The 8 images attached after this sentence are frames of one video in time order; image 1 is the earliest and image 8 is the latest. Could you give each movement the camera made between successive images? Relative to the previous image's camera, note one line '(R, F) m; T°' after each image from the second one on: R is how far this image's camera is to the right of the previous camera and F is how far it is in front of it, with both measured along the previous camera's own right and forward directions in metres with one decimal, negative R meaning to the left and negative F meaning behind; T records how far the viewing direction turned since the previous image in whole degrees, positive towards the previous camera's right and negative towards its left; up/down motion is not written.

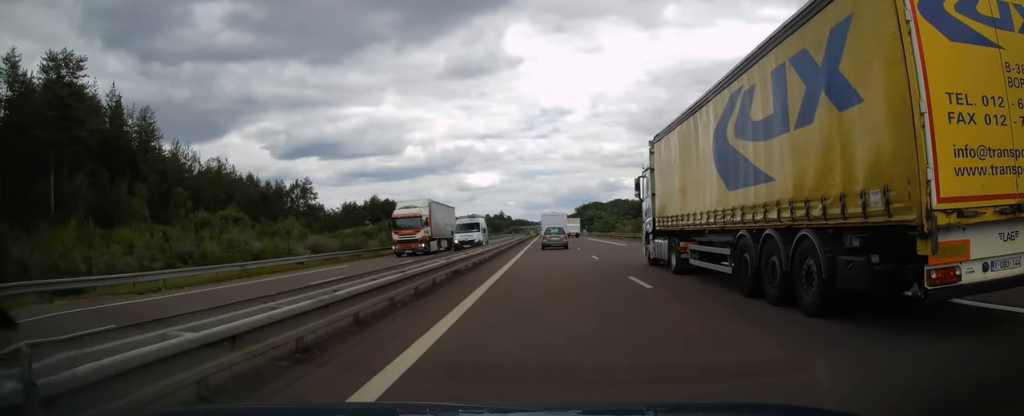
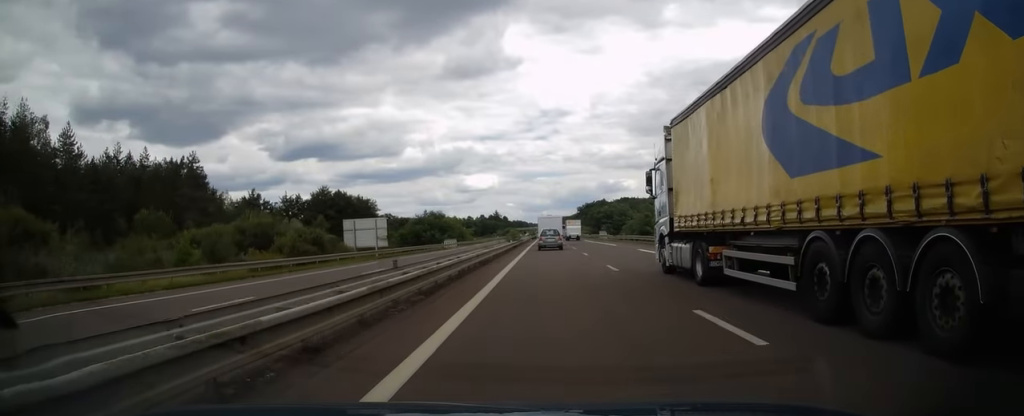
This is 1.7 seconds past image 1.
(-0.2, +45.6) m; -1°
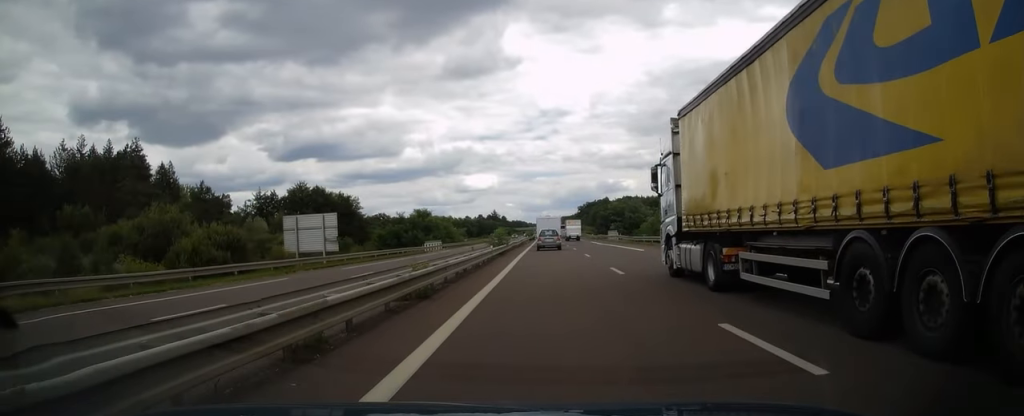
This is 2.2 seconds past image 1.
(0.0, +14.2) m; 0°
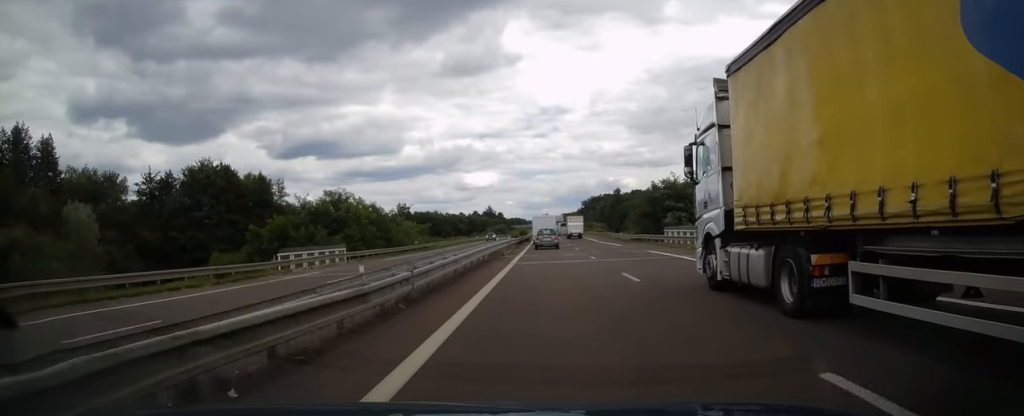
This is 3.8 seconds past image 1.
(+0.1, +41.7) m; 0°
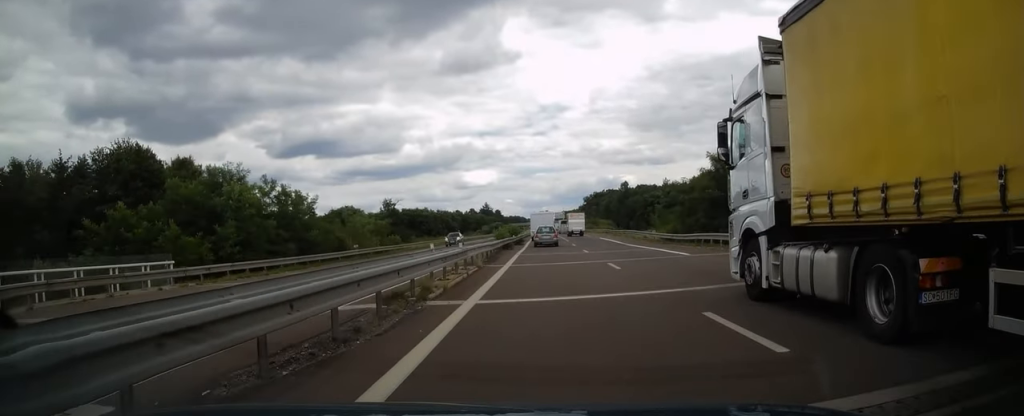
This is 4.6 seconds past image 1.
(+0.1, +22.1) m; 0°
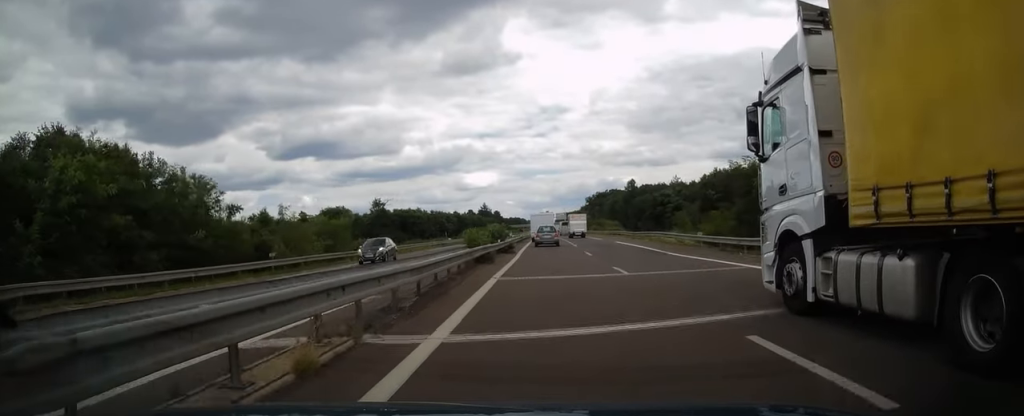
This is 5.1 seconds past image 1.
(+0.1, +14.8) m; 0°
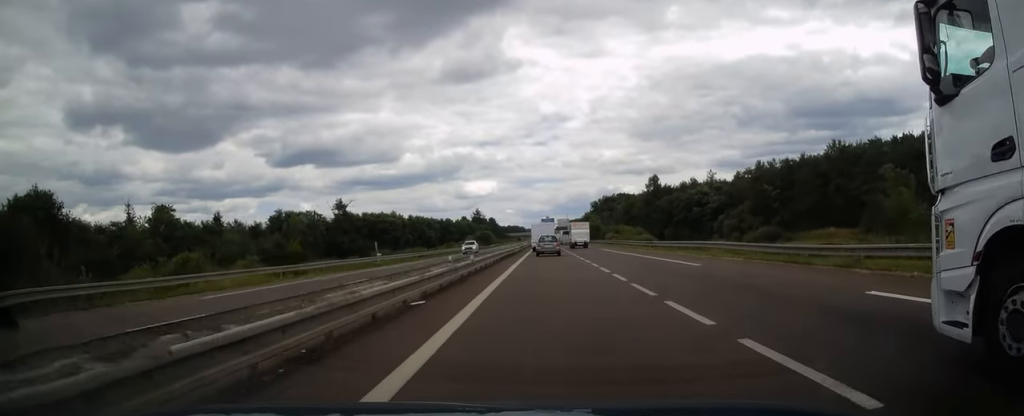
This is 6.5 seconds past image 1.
(-0.1, +38.8) m; 0°
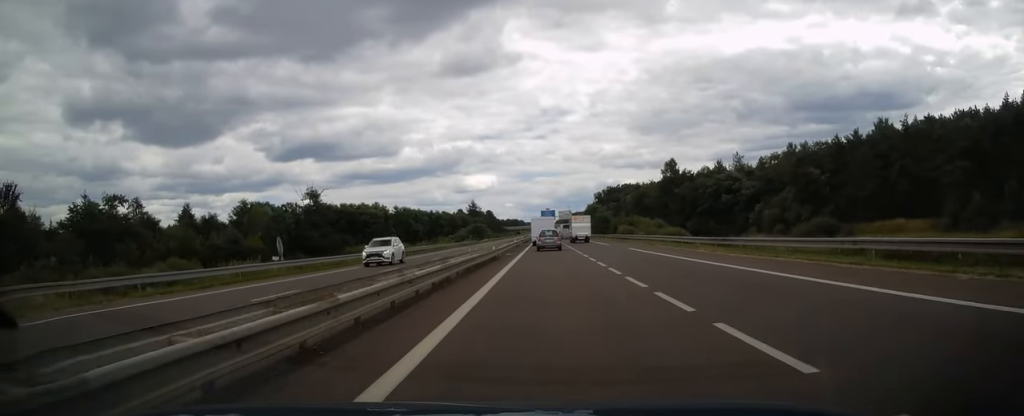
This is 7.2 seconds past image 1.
(+0.1, +20.7) m; 0°
